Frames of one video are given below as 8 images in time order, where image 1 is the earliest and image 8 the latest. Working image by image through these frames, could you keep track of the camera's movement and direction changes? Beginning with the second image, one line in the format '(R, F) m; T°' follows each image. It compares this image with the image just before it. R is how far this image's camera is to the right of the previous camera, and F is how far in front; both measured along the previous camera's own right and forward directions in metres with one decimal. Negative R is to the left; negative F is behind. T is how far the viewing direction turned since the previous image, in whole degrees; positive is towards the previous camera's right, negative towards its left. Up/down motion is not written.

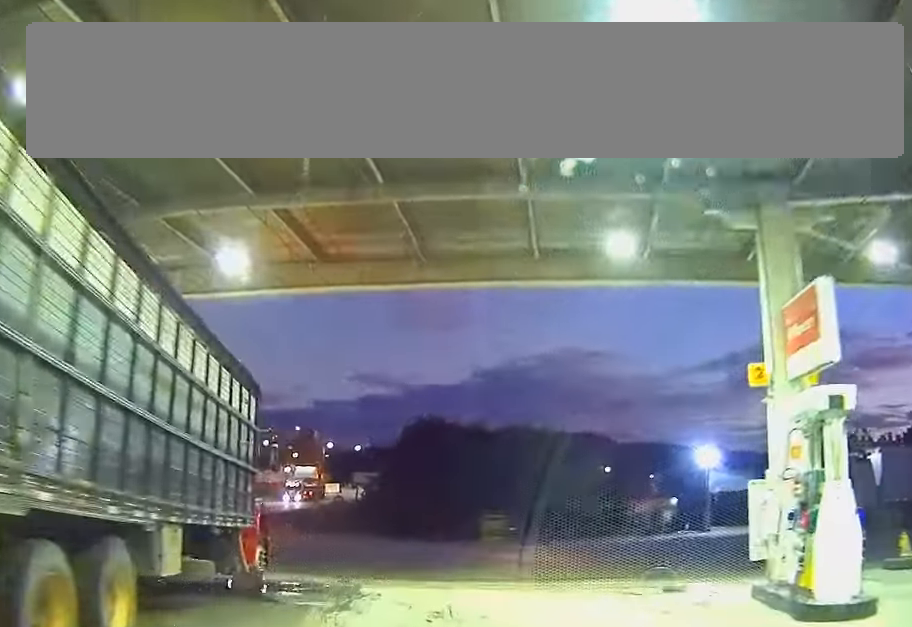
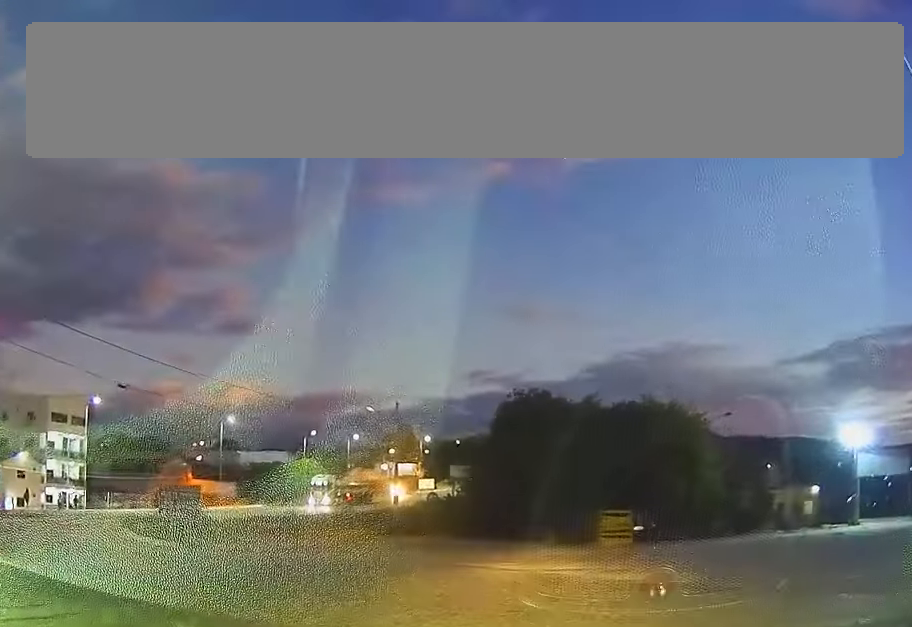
(0.0, +9.8) m; -5°
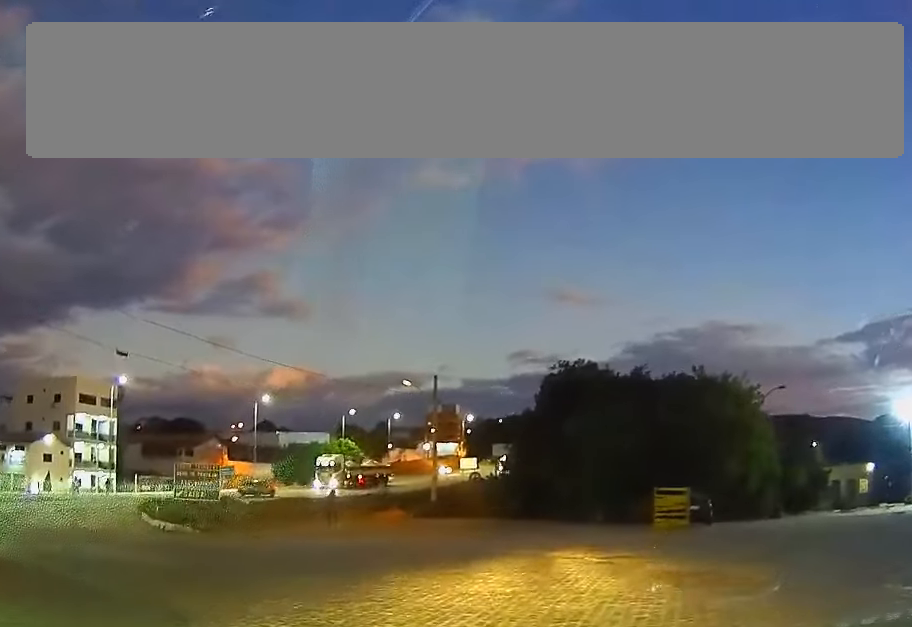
(-0.5, +5.4) m; -10°
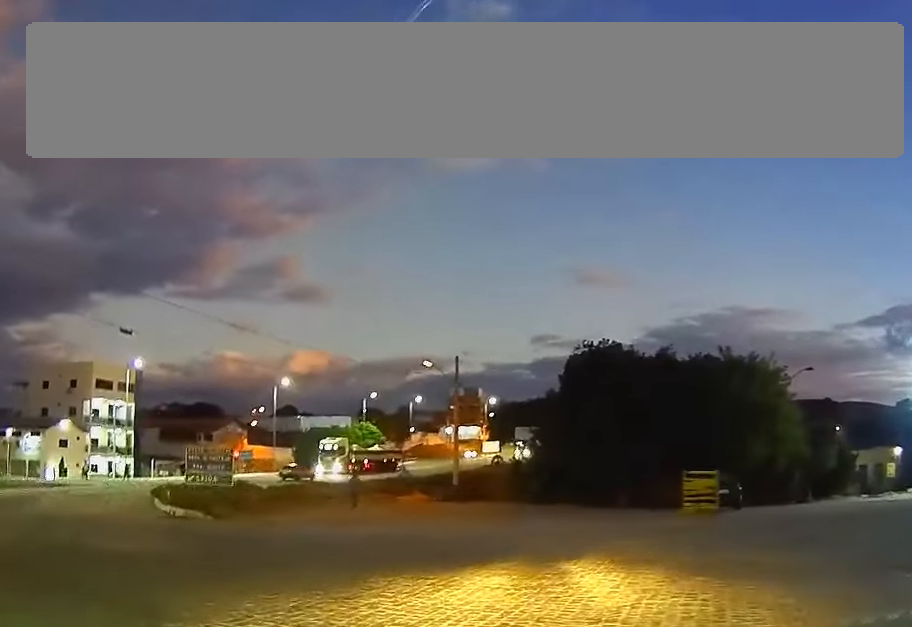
(-0.1, +1.8) m; -6°
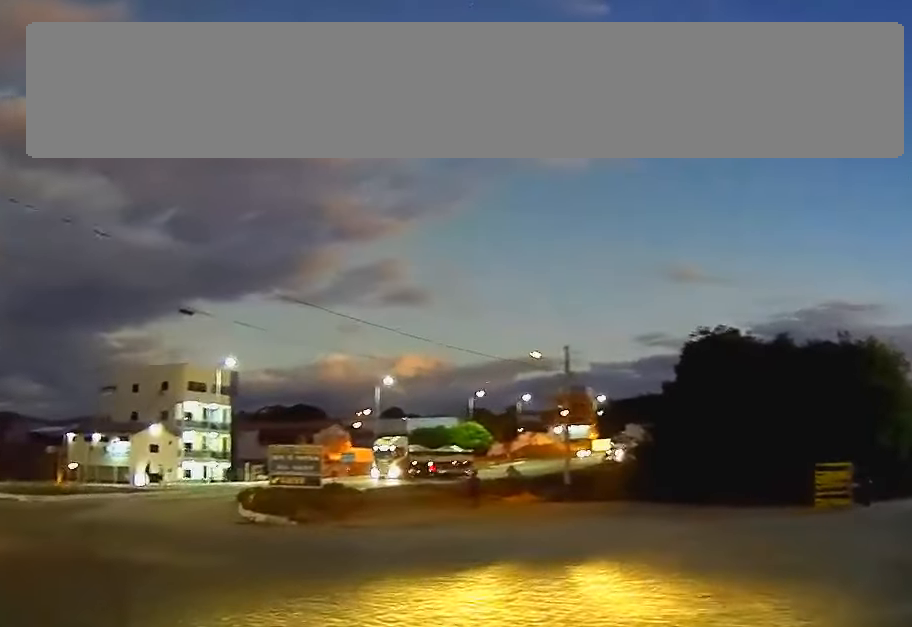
(-0.5, +3.4) m; -14°
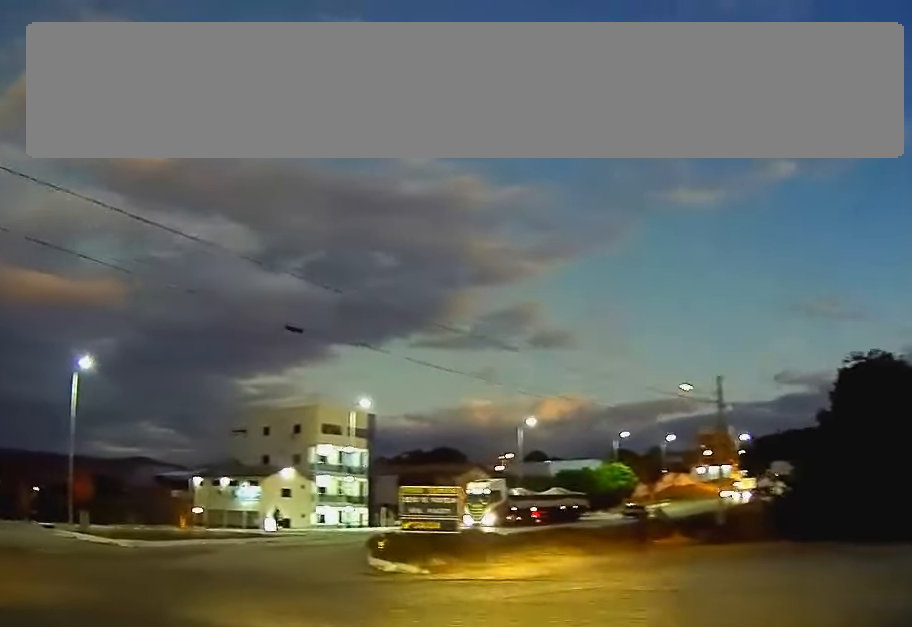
(-0.2, +3.1) m; -6°
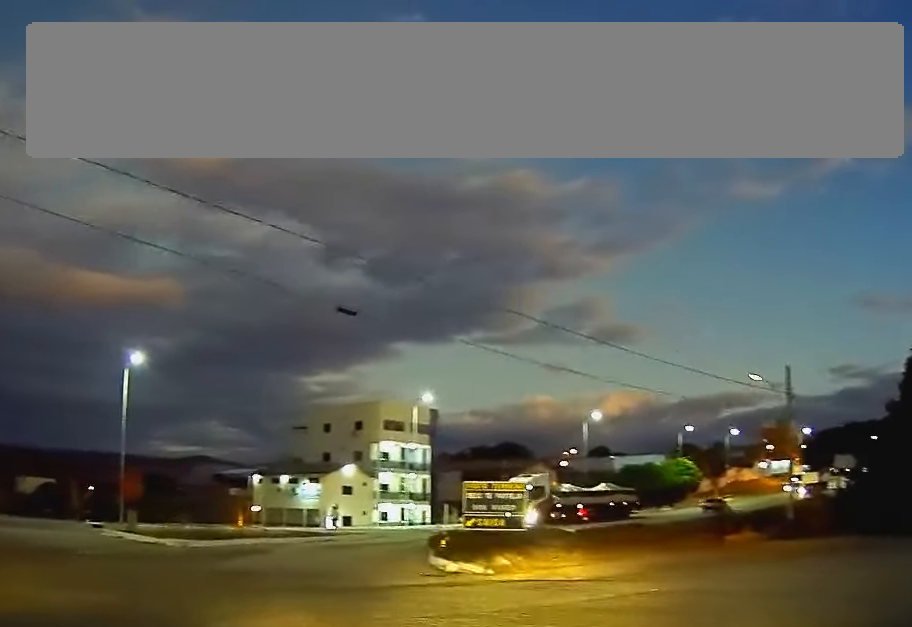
(0.0, +1.5) m; -1°
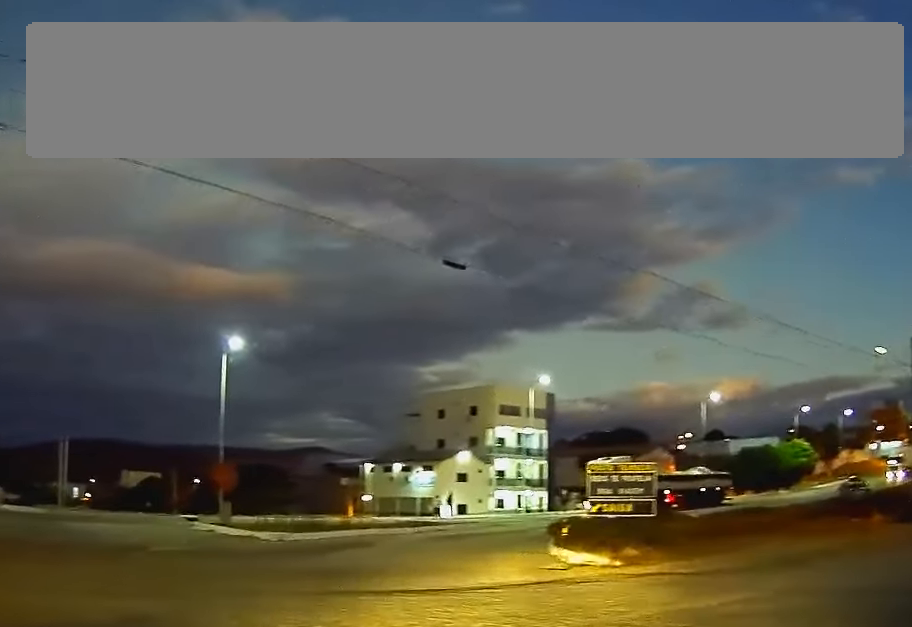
(0.0, +3.0) m; -2°
